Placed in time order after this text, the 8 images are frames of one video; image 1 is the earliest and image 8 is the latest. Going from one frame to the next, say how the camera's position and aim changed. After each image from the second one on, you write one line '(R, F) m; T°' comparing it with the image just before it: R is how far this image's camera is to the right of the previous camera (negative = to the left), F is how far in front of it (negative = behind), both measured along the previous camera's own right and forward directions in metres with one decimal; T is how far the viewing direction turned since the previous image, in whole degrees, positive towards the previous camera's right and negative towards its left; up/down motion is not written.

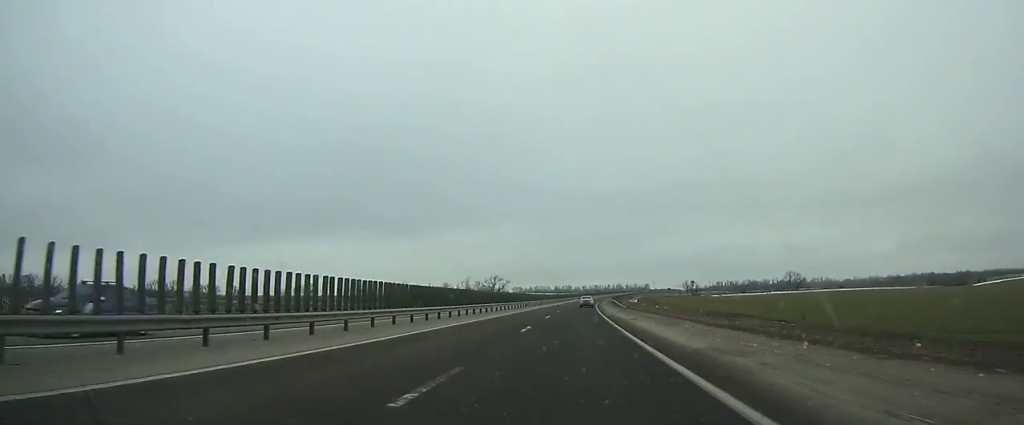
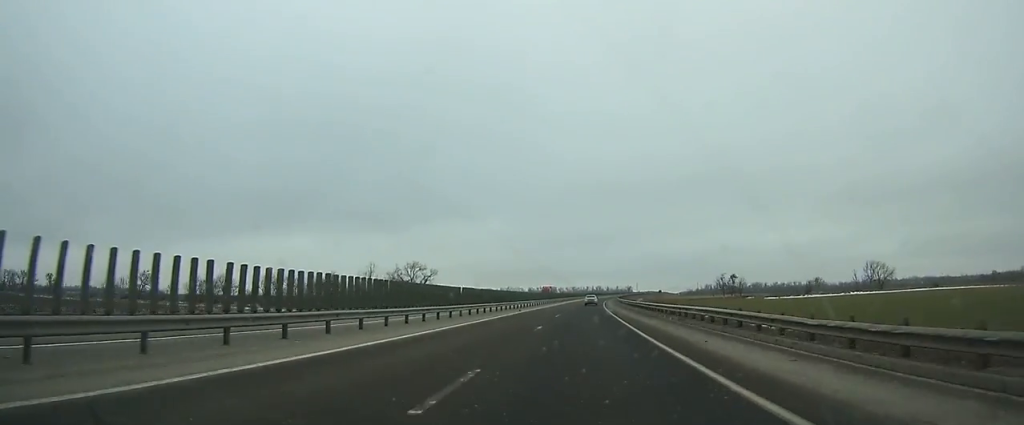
(+2.1, +95.9) m; +3°
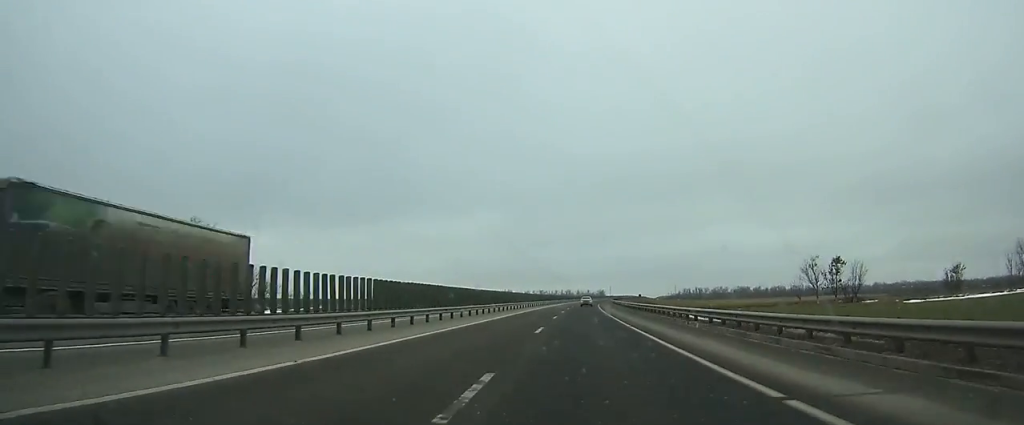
(+1.9, +80.3) m; +3°
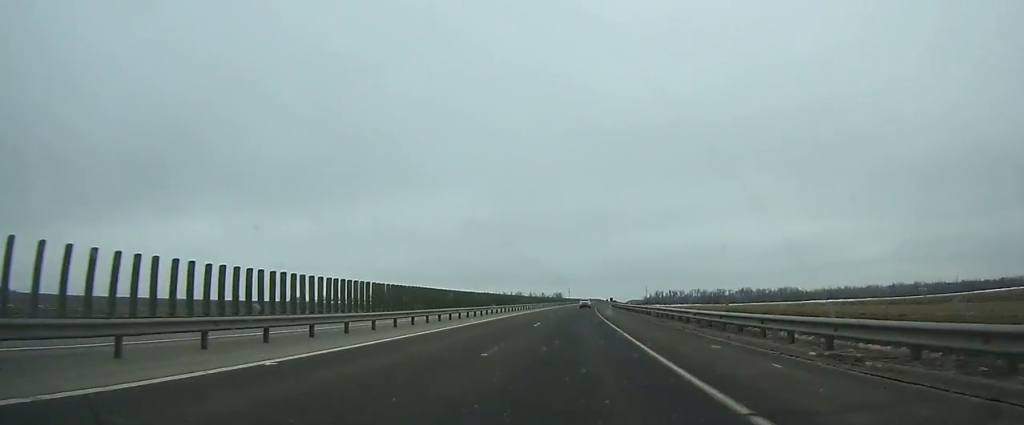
(+6.1, +153.2) m; +4°
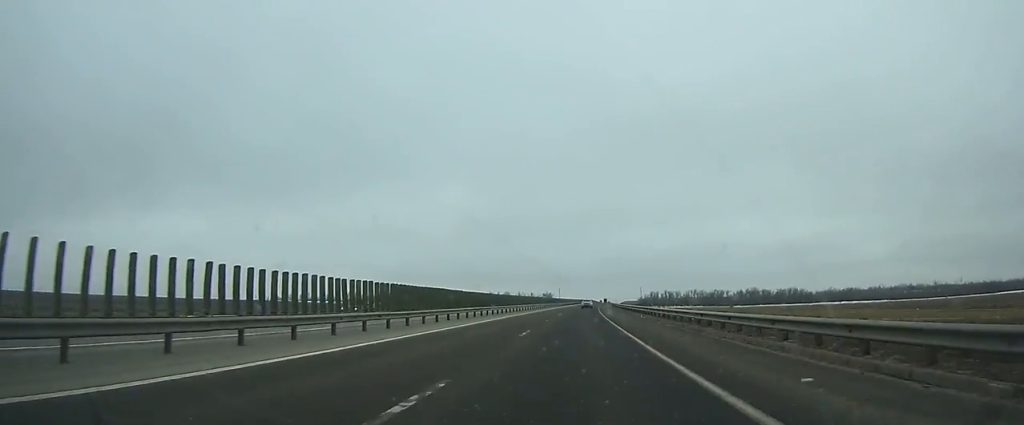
(+0.3, +40.6) m; +1°
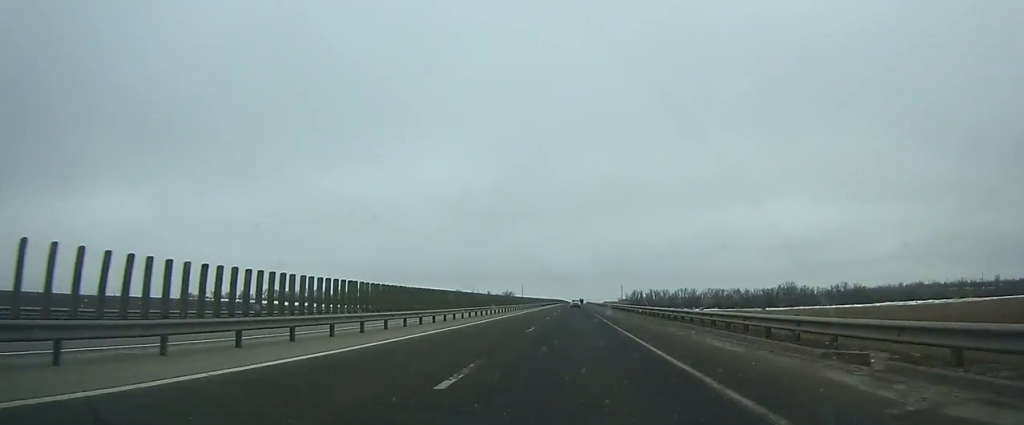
(+3.2, +138.3) m; +2°
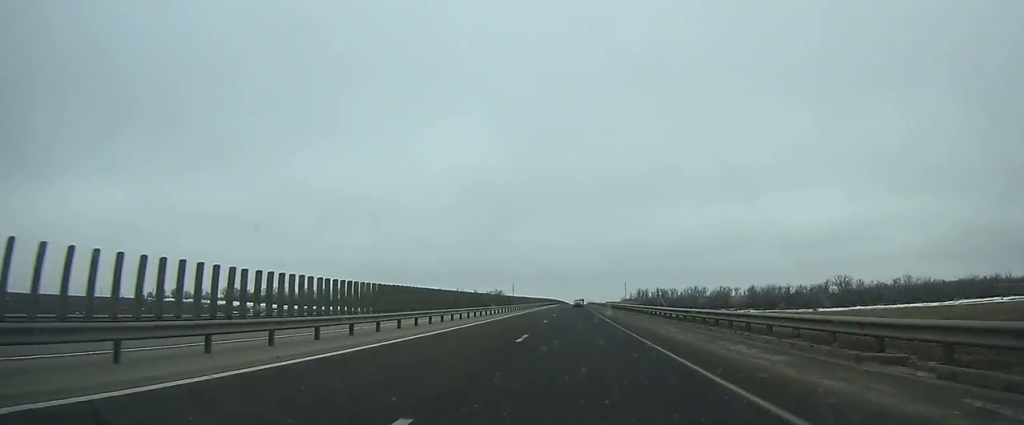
(+0.4, +70.8) m; 0°
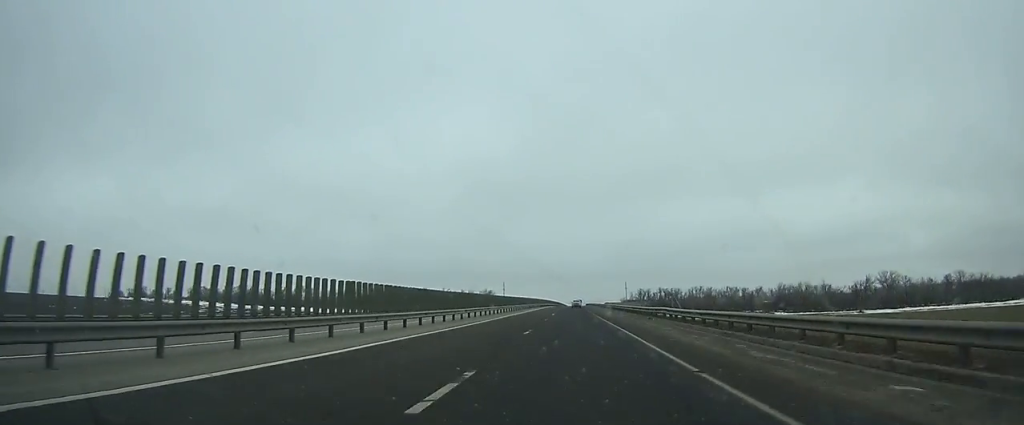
(+0.2, +43.6) m; 0°
